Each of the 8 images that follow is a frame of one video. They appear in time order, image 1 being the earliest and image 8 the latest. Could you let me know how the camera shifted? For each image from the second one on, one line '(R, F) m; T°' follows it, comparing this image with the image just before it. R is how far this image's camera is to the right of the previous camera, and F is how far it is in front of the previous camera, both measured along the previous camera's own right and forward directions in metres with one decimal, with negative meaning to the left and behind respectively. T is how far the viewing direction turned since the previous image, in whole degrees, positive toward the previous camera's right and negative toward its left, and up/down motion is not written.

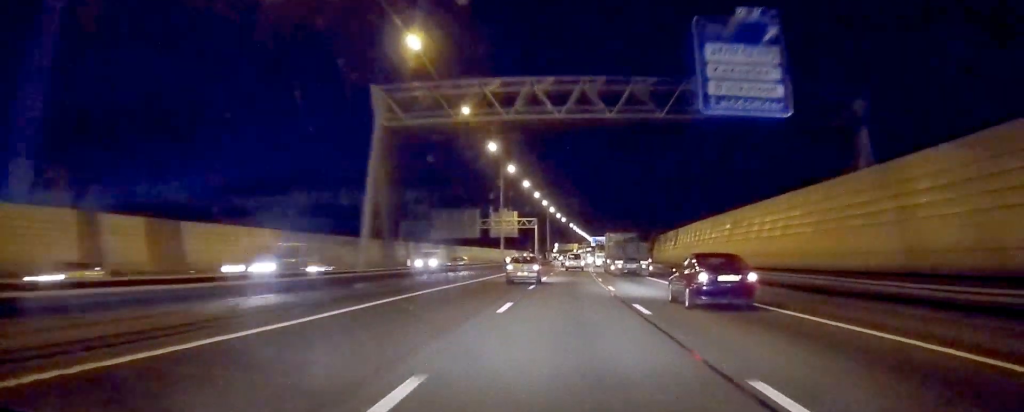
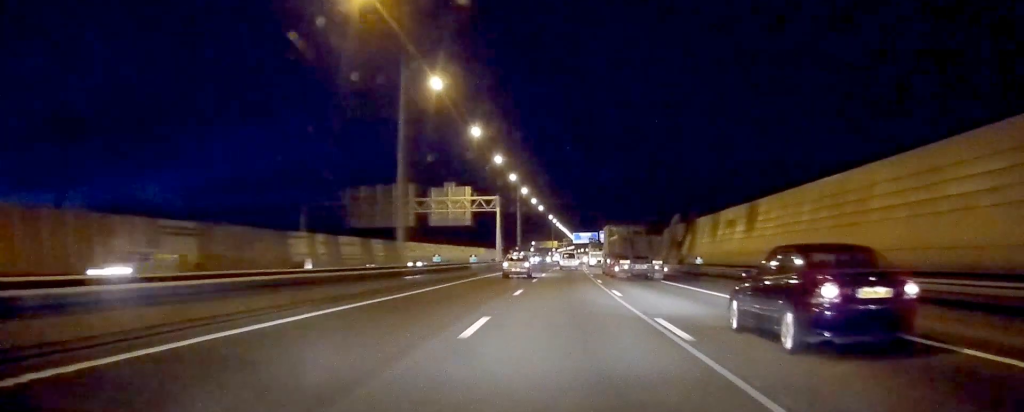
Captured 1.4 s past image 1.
(+1.7, +41.0) m; +4°
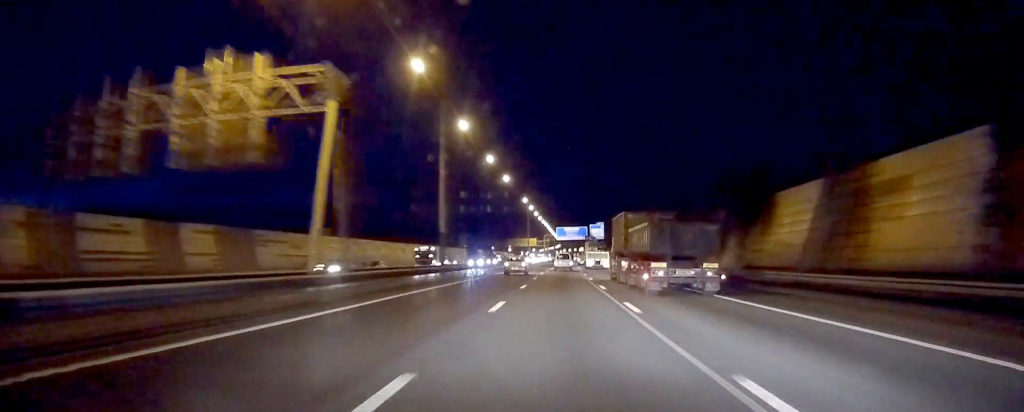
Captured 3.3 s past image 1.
(+0.9, +54.9) m; +1°
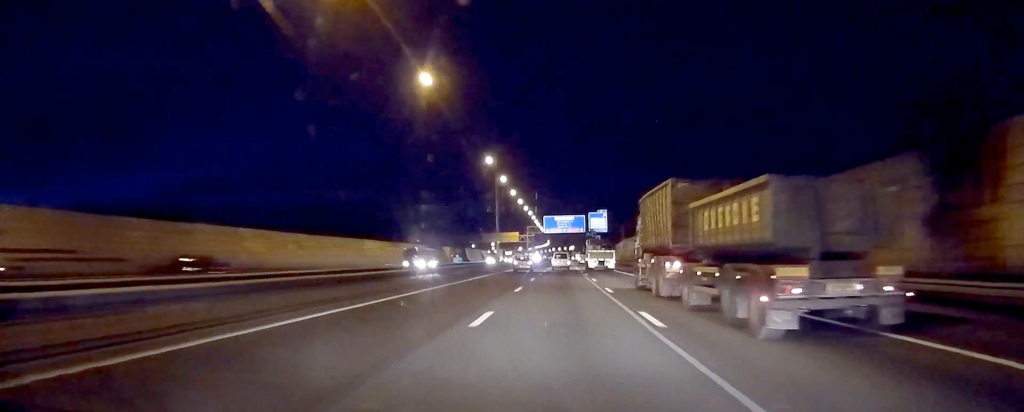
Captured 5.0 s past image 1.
(+0.2, +51.2) m; +1°
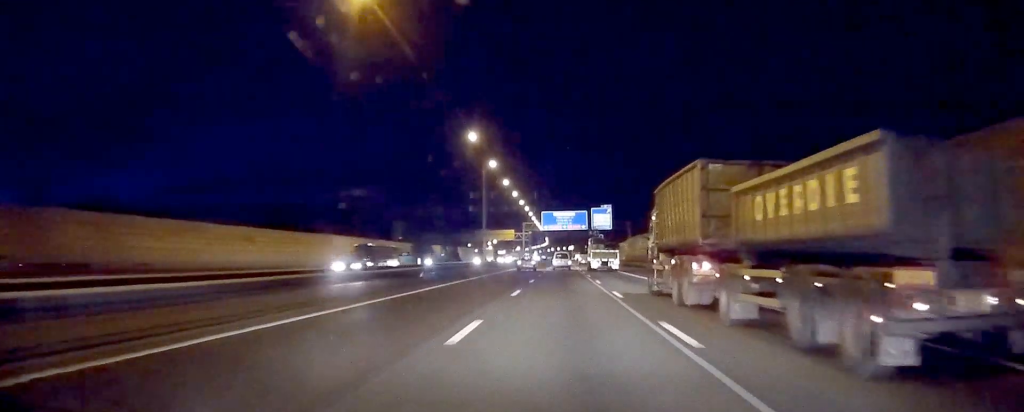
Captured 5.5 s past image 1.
(+0.1, +14.8) m; 0°
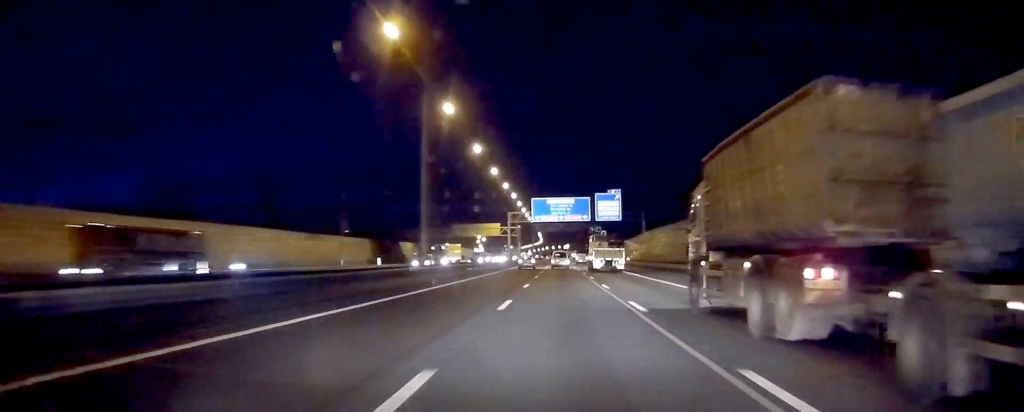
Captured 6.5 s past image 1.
(0.0, +29.6) m; 0°
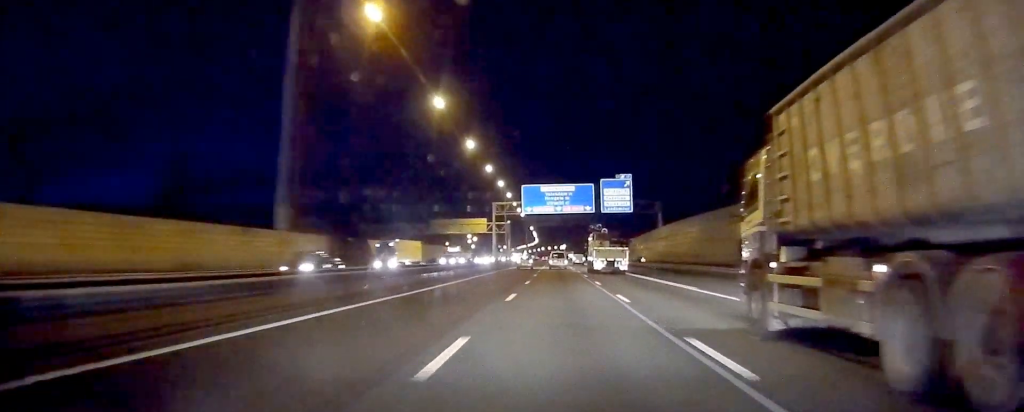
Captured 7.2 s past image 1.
(+0.1, +20.8) m; 0°
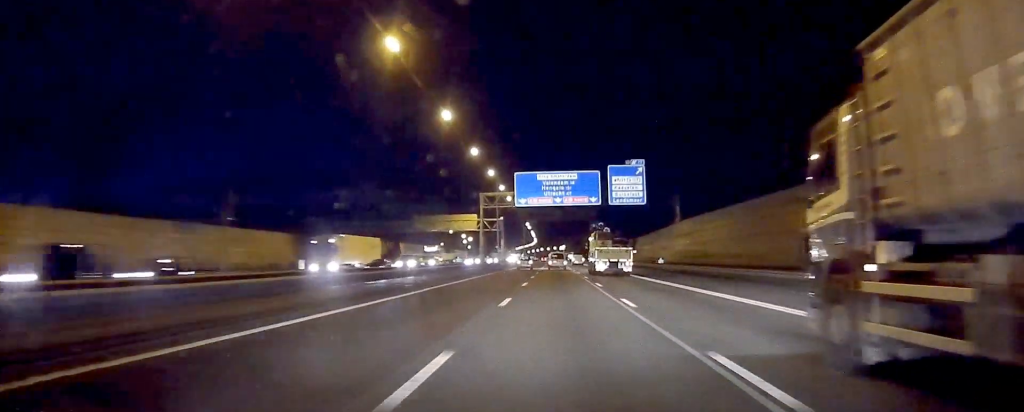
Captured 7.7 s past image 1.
(0.0, +13.8) m; 0°
